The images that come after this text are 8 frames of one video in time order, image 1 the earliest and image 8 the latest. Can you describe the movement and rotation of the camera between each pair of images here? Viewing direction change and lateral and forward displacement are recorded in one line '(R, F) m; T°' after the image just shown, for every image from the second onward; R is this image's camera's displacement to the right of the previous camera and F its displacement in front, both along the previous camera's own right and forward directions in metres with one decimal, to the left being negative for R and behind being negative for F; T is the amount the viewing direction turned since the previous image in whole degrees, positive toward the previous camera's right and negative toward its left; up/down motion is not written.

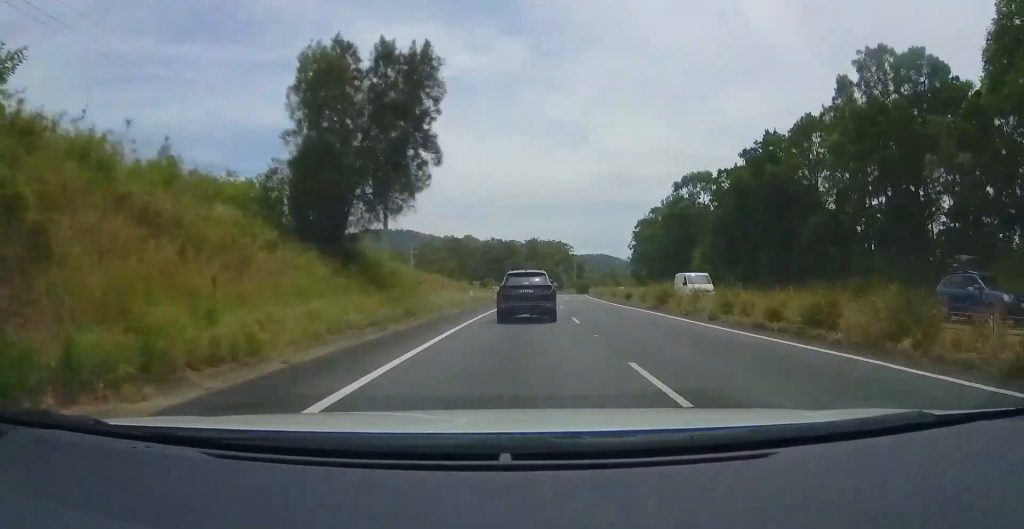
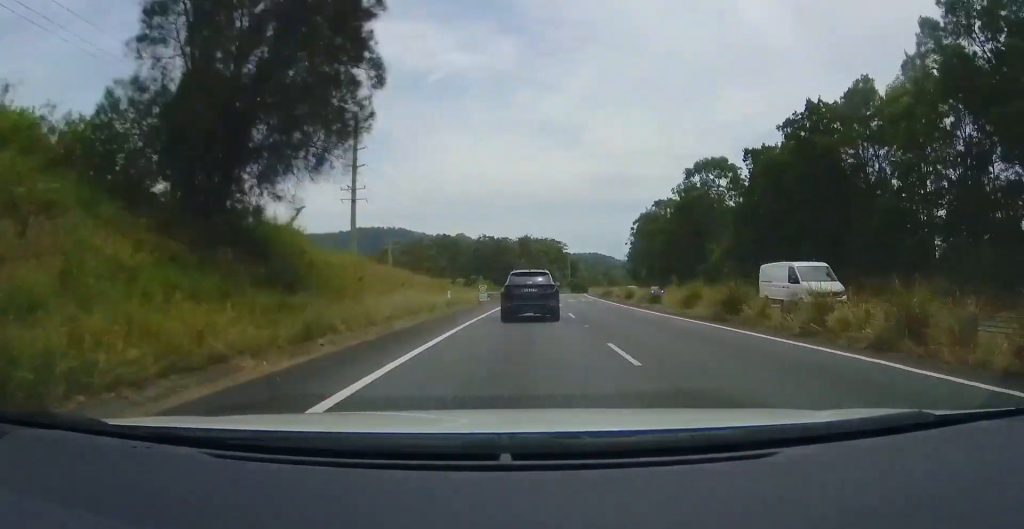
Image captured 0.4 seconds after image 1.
(+0.3, +8.9) m; +1°
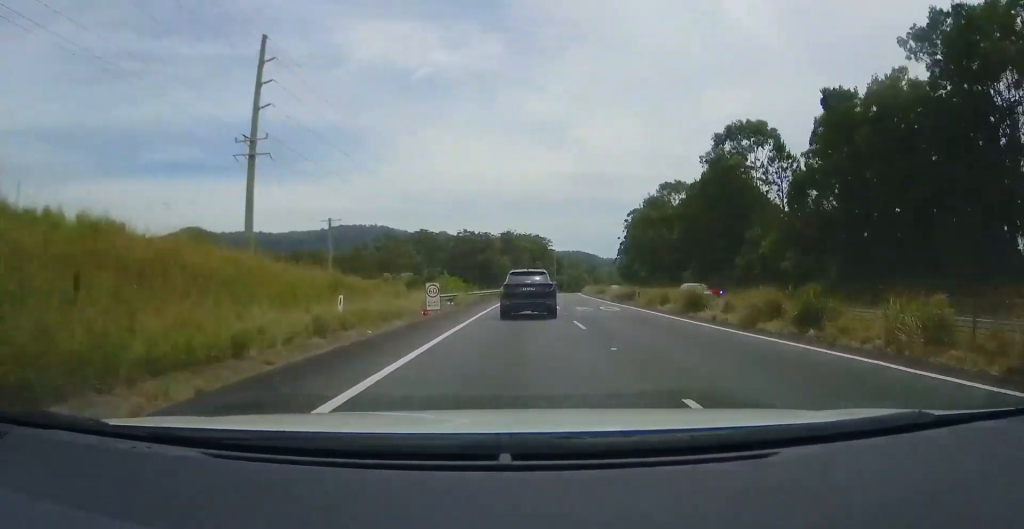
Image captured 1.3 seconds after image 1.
(+0.2, +17.9) m; +2°
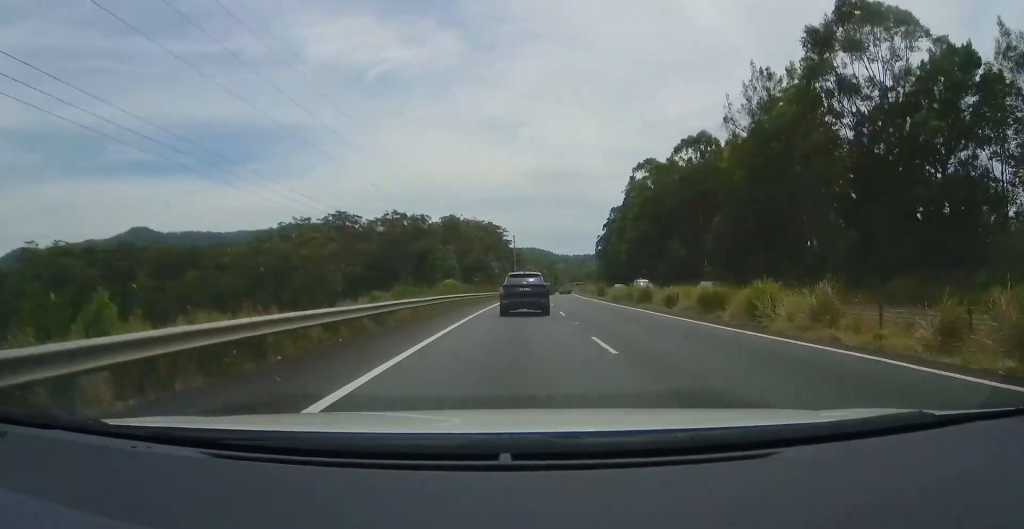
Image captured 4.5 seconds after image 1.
(+2.3, +63.9) m; +2°
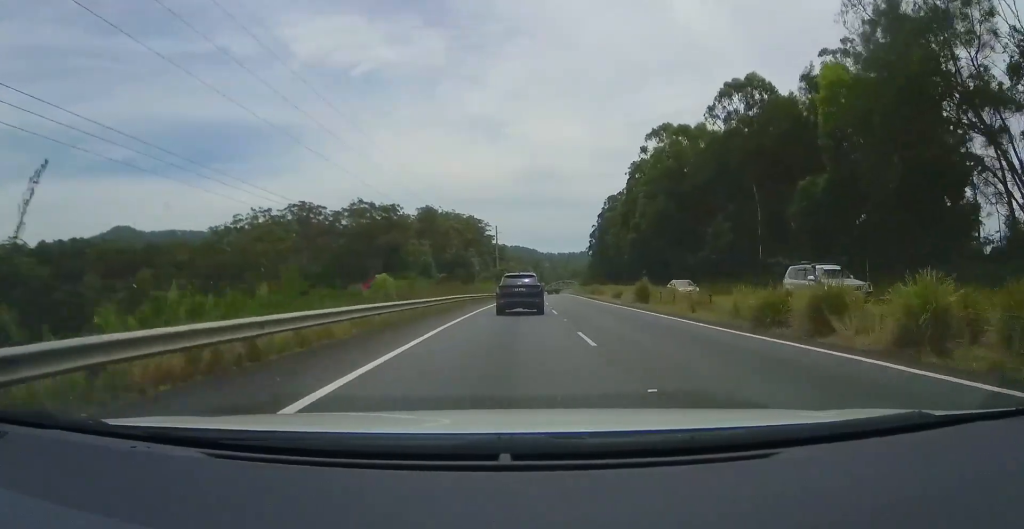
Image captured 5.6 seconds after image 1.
(0.0, +22.7) m; +1°
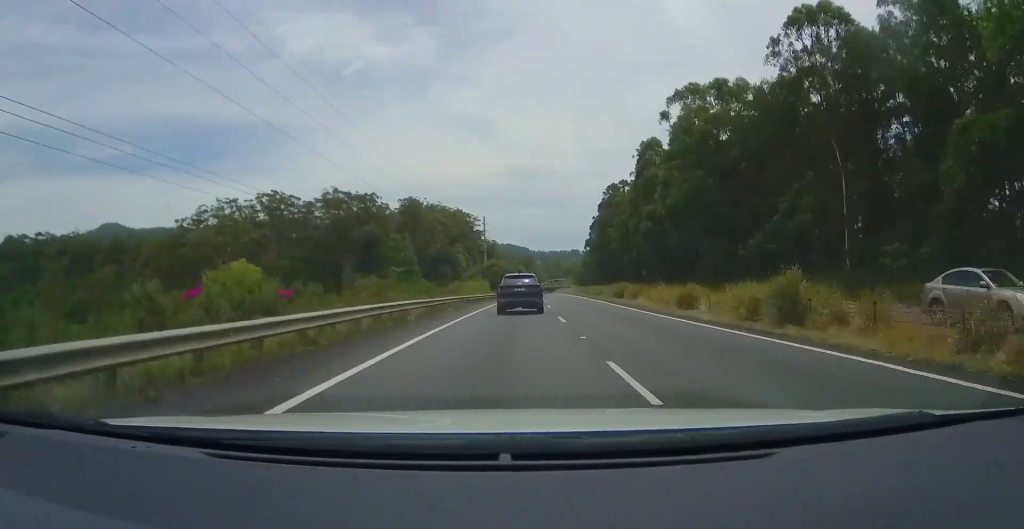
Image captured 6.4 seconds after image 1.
(+0.3, +17.1) m; +1°
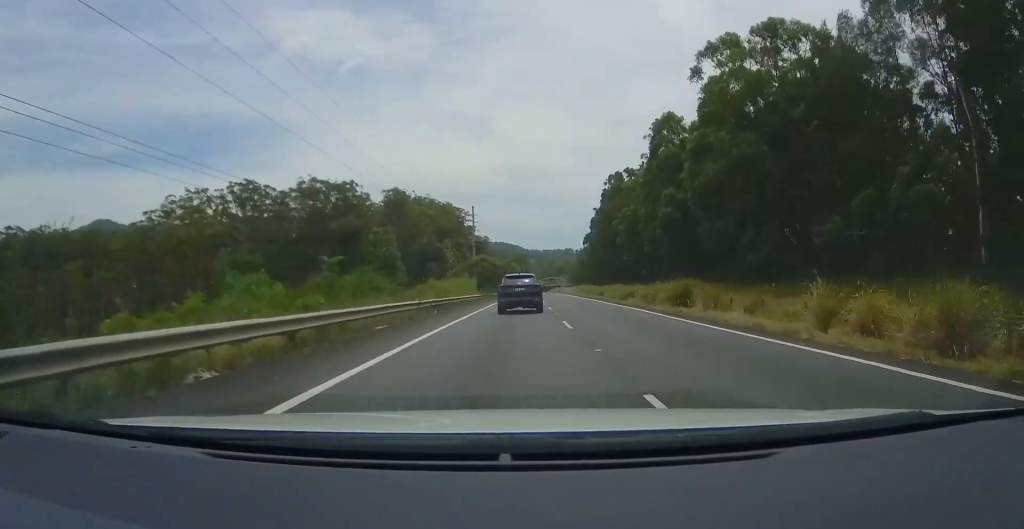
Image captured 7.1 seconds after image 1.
(+0.1, +14.0) m; +1°
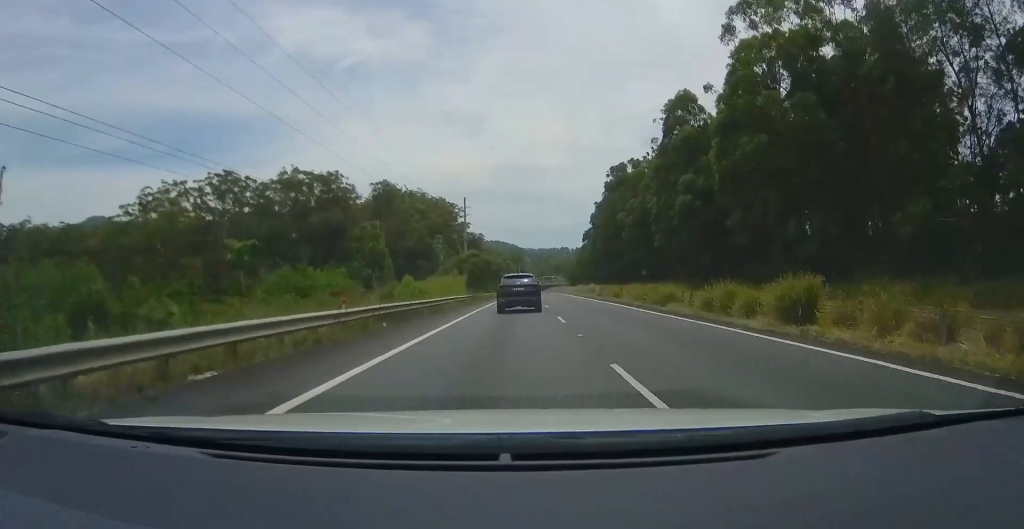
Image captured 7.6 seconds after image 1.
(-0.1, +10.0) m; +1°
